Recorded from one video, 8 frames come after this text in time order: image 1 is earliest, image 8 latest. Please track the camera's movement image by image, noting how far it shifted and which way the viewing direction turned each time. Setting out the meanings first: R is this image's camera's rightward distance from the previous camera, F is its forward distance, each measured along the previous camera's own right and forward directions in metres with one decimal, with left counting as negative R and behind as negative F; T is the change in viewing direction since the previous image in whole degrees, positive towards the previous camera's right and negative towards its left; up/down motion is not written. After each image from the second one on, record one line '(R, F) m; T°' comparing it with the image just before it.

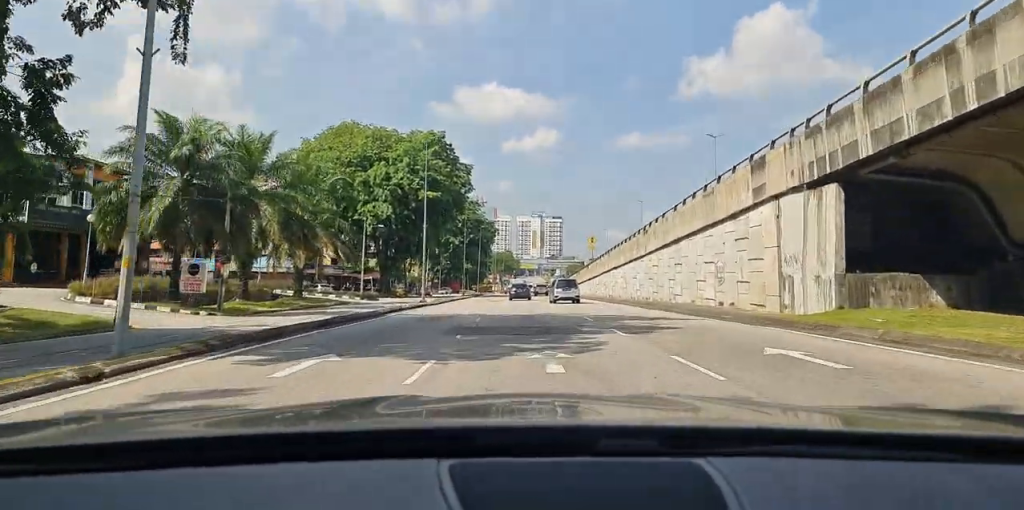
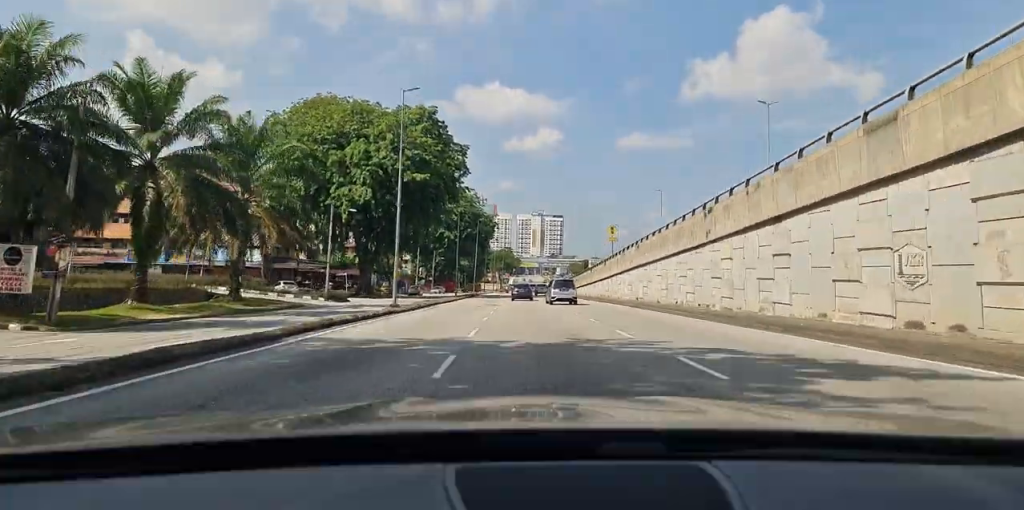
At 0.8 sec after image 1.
(0.0, +16.2) m; 0°
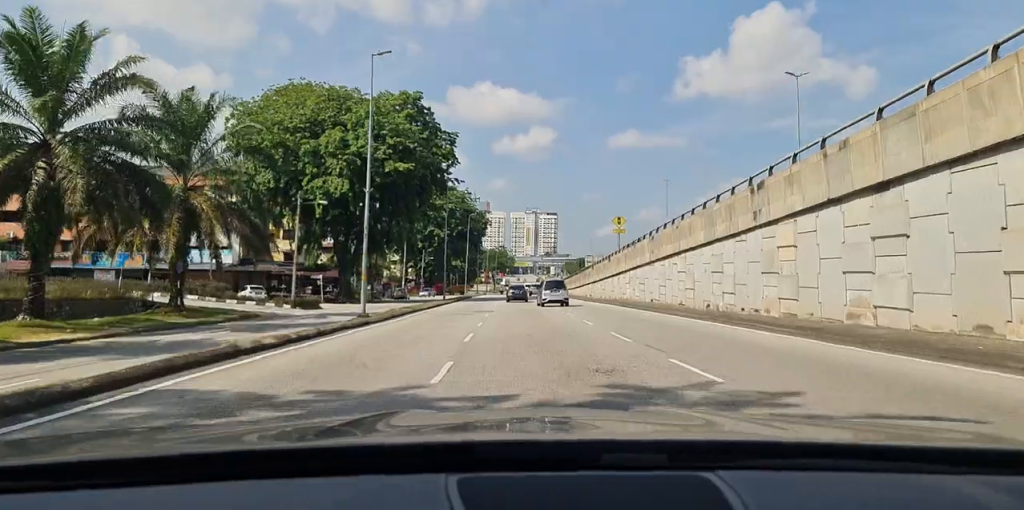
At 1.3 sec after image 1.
(0.0, +9.1) m; 0°
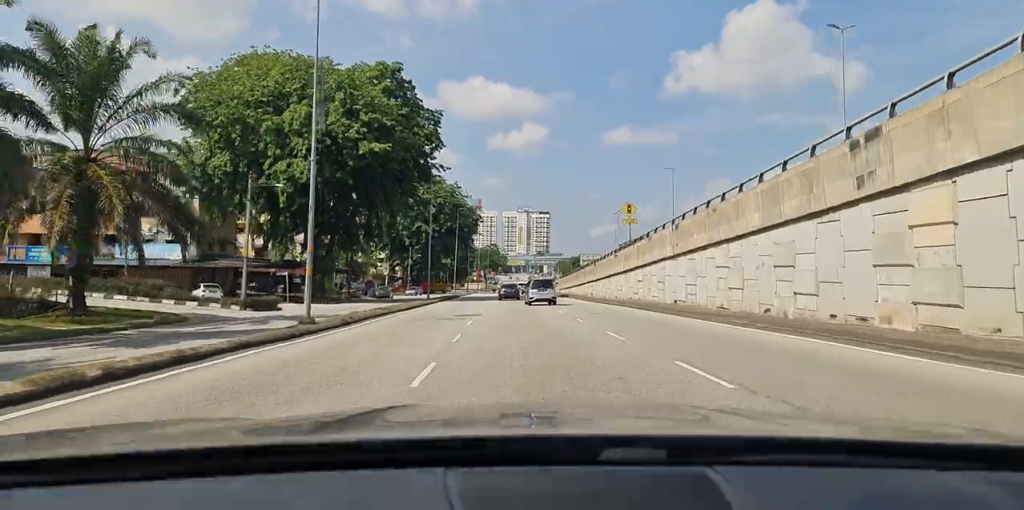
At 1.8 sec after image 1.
(0.0, +9.0) m; 0°
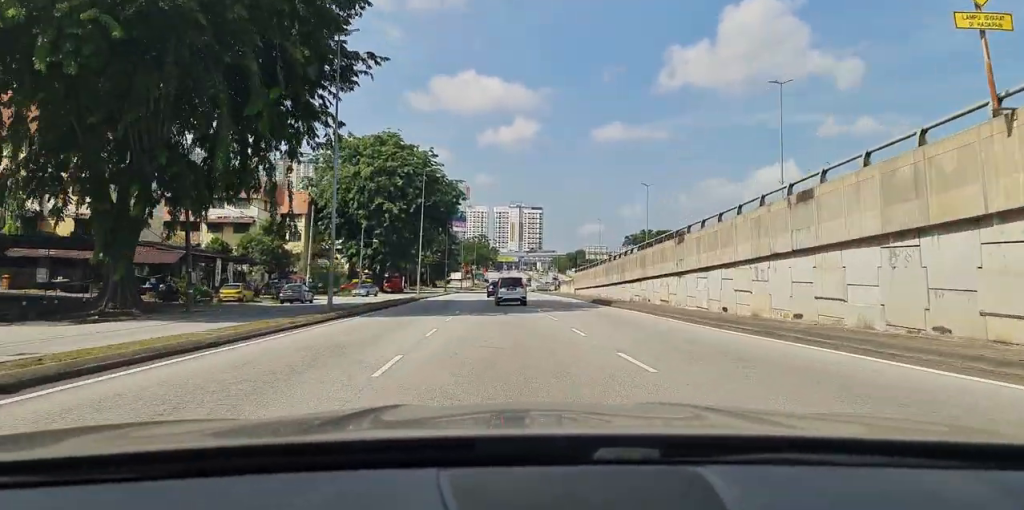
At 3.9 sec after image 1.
(0.0, +40.1) m; 0°
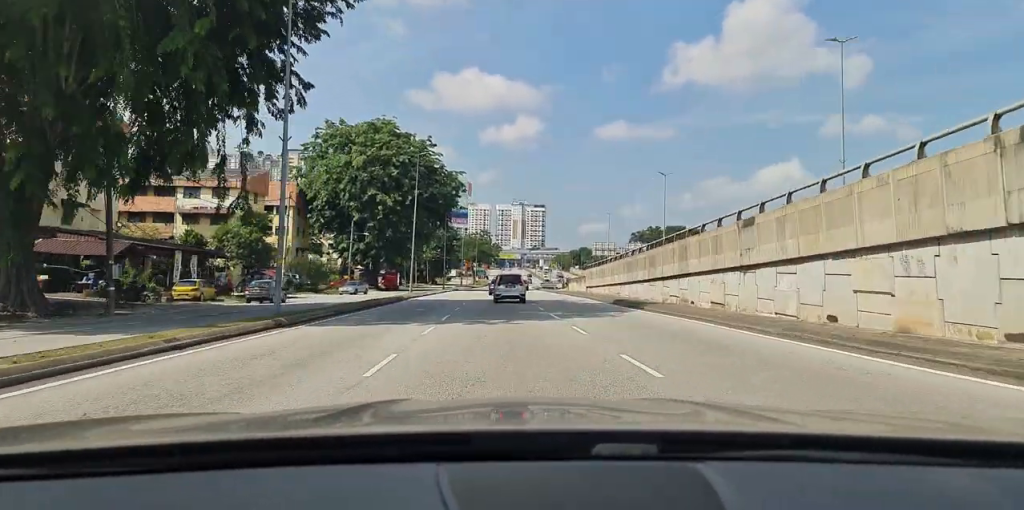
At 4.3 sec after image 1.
(0.0, +8.8) m; 0°
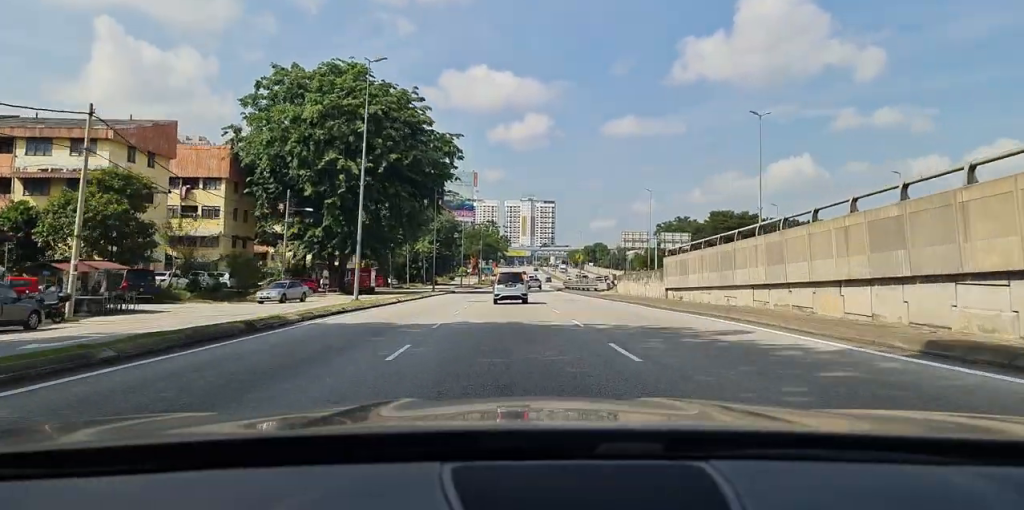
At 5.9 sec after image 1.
(0.0, +29.8) m; 0°
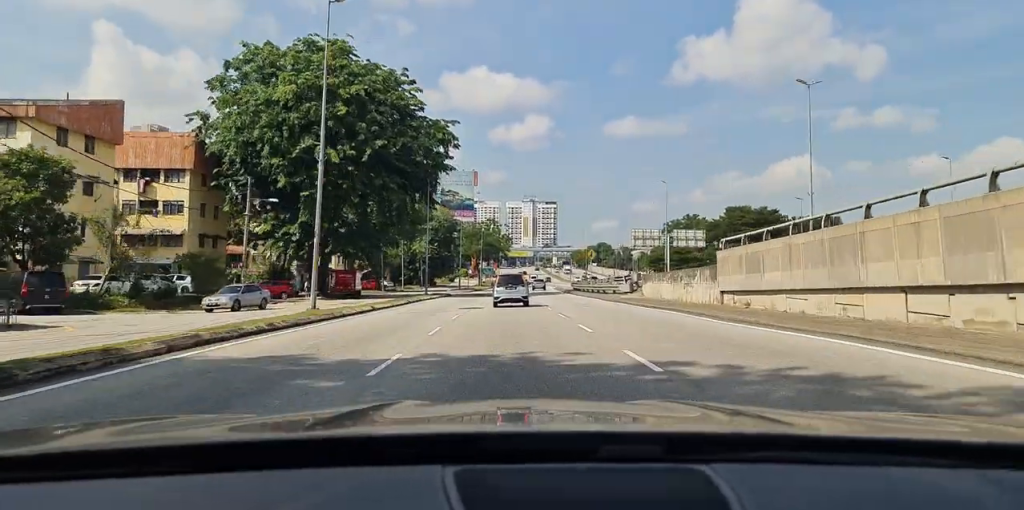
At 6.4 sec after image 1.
(0.0, +8.5) m; 0°
